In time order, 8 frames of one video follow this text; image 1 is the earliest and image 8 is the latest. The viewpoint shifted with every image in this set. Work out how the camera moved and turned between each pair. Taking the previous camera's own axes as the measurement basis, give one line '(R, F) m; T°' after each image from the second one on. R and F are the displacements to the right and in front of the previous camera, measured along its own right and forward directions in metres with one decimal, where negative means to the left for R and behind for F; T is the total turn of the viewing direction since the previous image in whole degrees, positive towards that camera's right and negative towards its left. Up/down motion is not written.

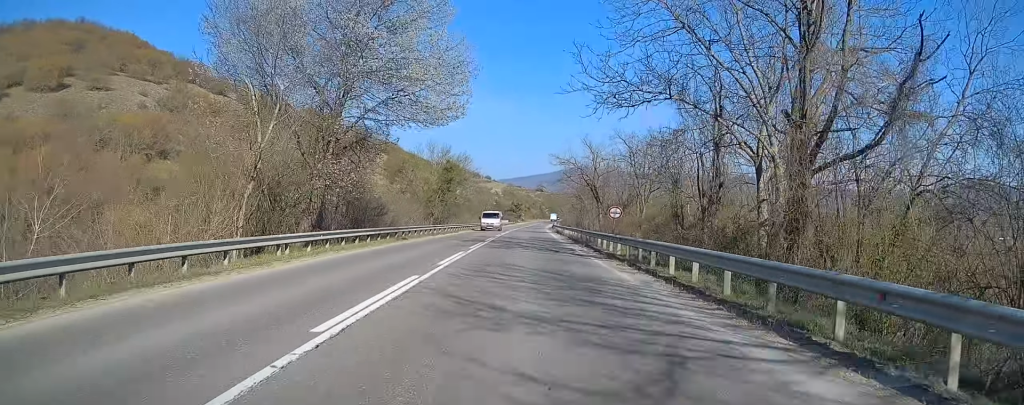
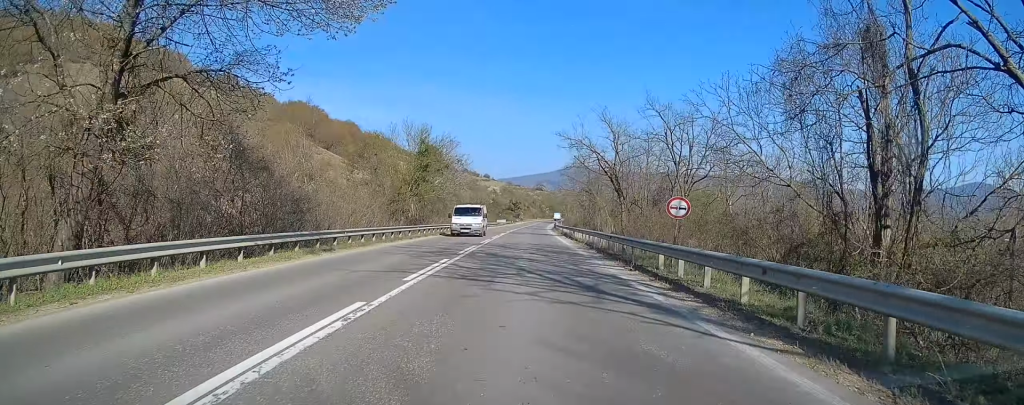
(+0.1, +13.1) m; 0°
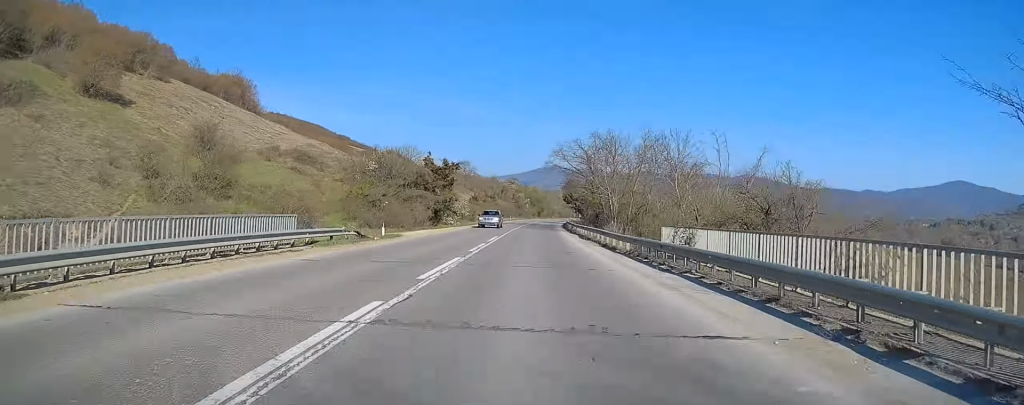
(+2.0, +125.8) m; +2°
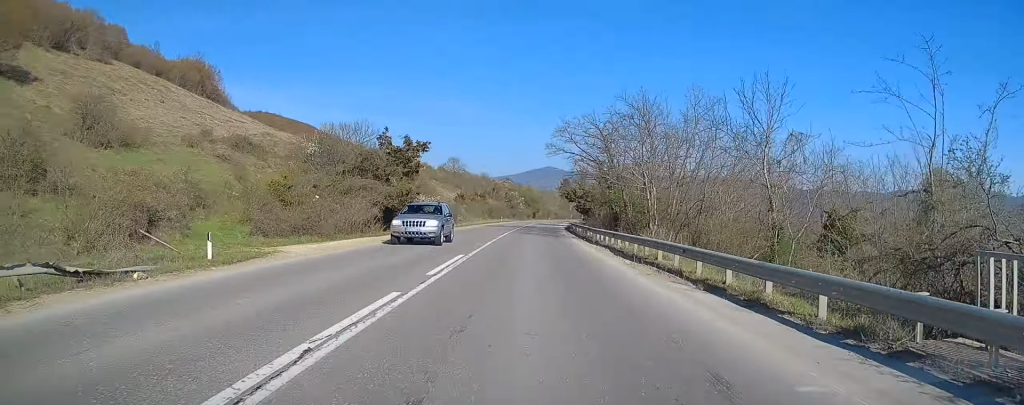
(0.0, +17.2) m; 0°
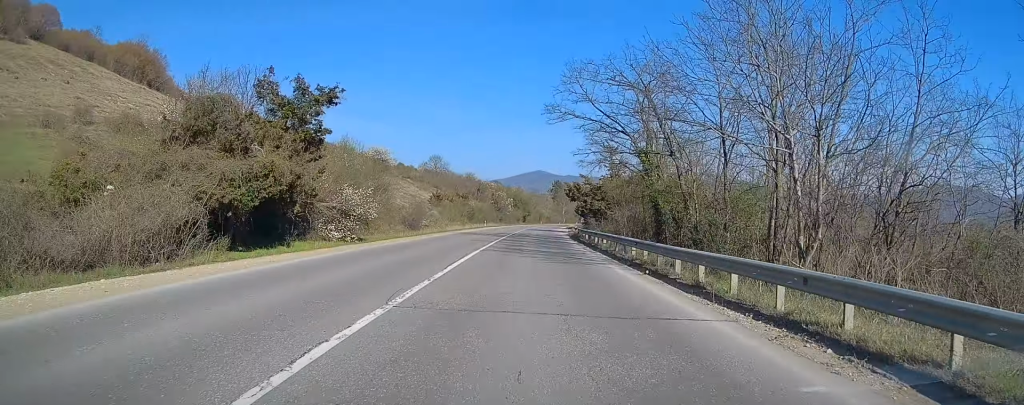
(-0.1, +19.3) m; +1°
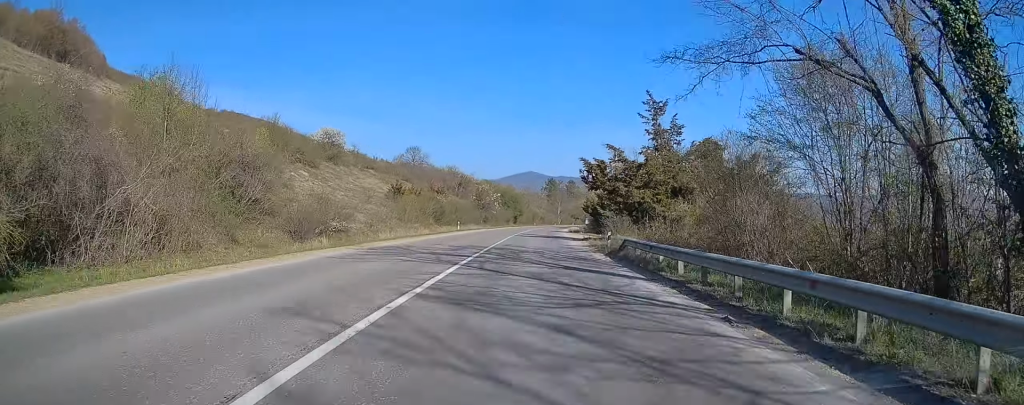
(+0.2, +24.6) m; +1°
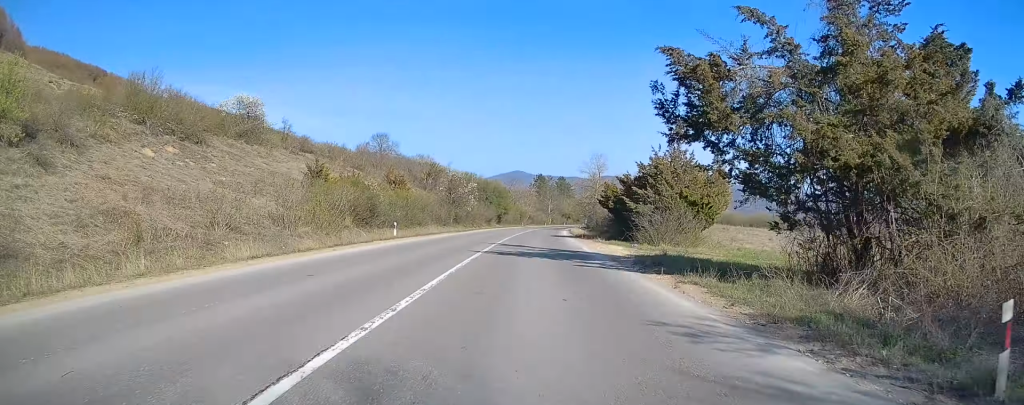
(+0.3, +24.6) m; +1°
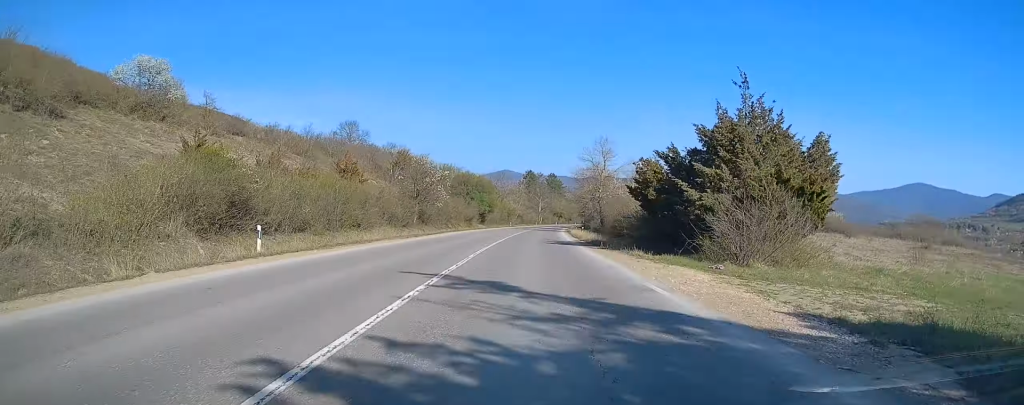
(+0.1, +17.0) m; +1°
